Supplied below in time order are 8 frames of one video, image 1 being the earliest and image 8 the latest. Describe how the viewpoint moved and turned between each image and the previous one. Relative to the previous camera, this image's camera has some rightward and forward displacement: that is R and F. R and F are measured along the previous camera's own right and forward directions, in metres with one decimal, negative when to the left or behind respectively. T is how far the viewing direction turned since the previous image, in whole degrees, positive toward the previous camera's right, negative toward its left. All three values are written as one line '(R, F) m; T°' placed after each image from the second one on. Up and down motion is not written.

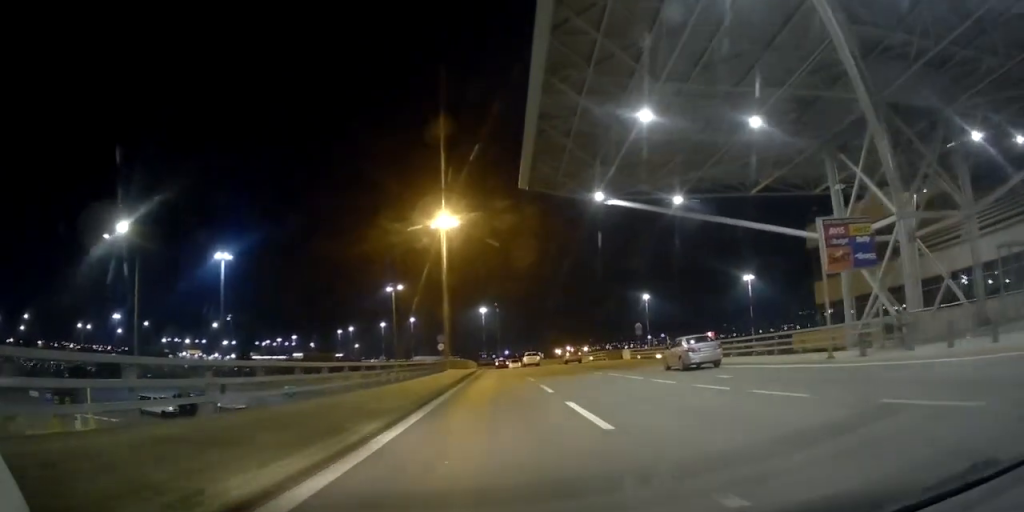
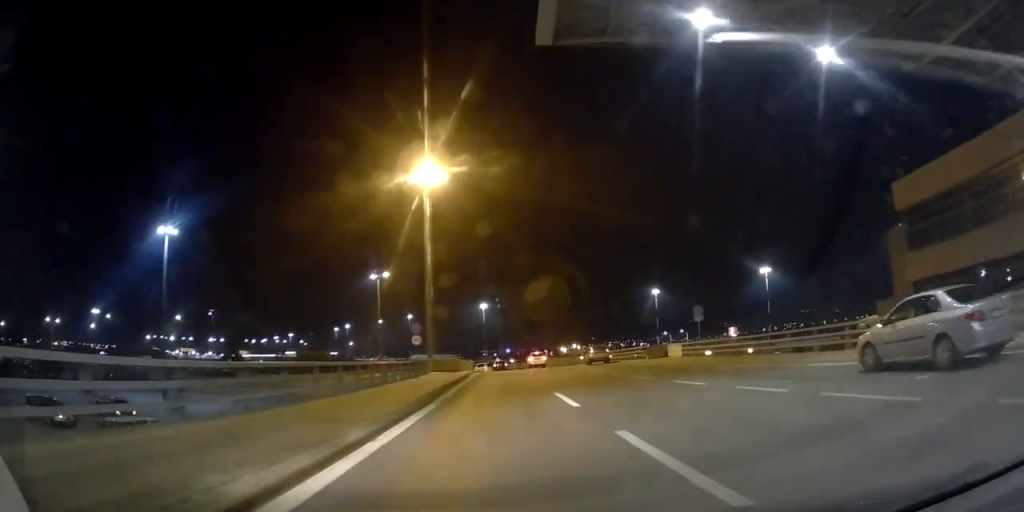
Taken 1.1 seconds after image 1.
(+0.9, +16.6) m; -1°
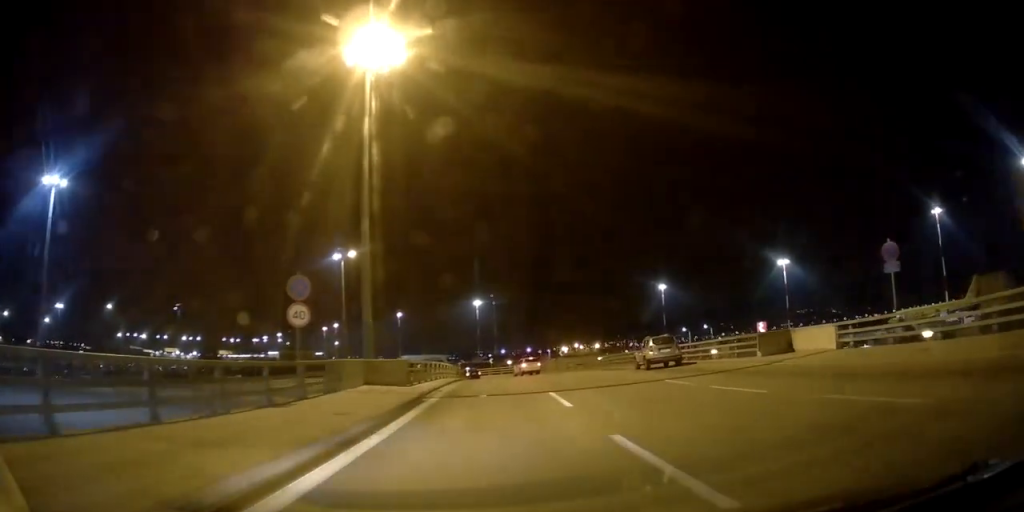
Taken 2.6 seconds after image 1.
(-1.2, +22.1) m; -4°
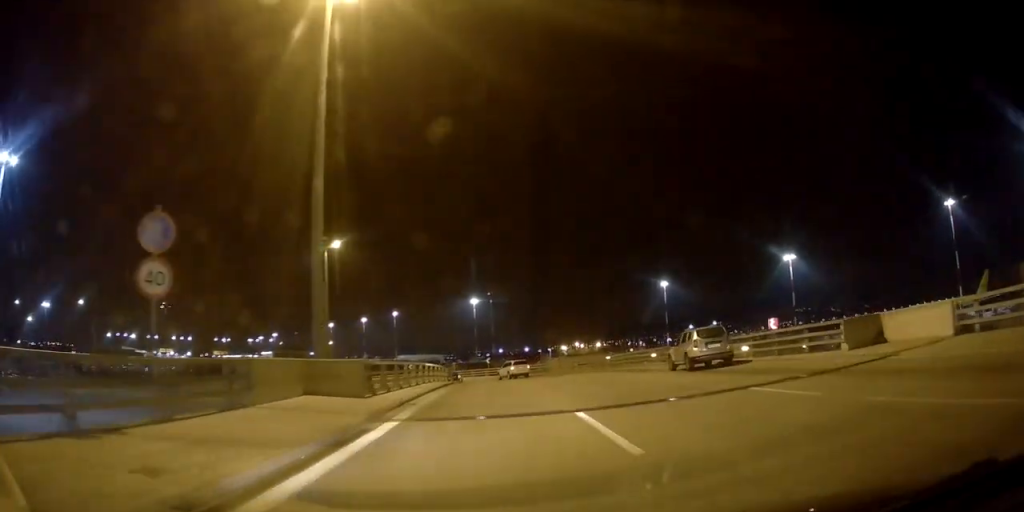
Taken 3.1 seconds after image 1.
(0.0, +7.2) m; 0°
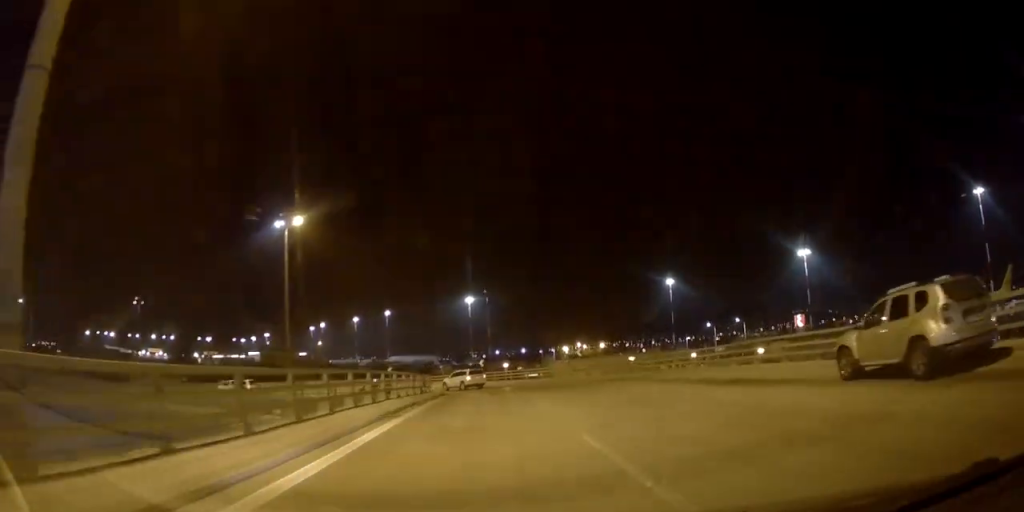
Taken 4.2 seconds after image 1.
(-0.2, +13.4) m; 0°
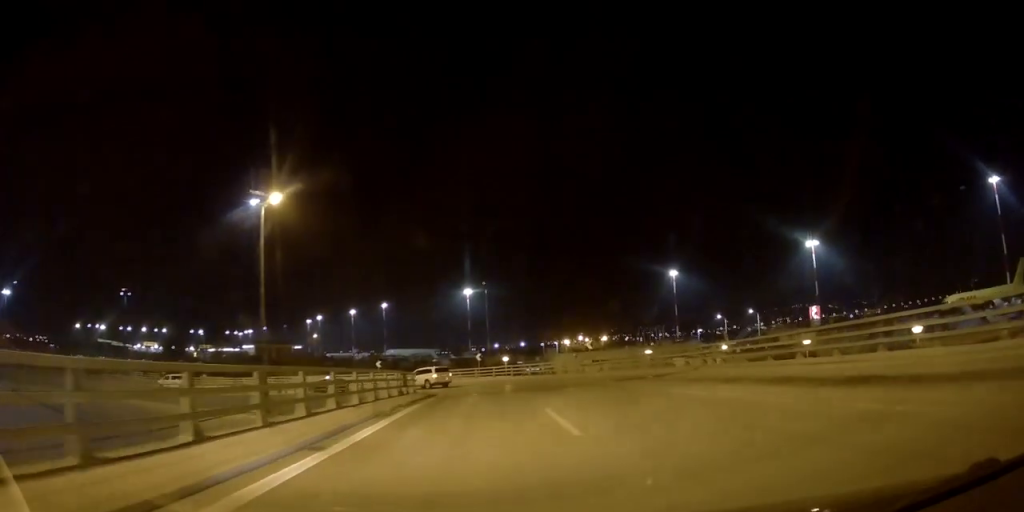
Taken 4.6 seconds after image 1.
(+0.2, +6.3) m; 0°
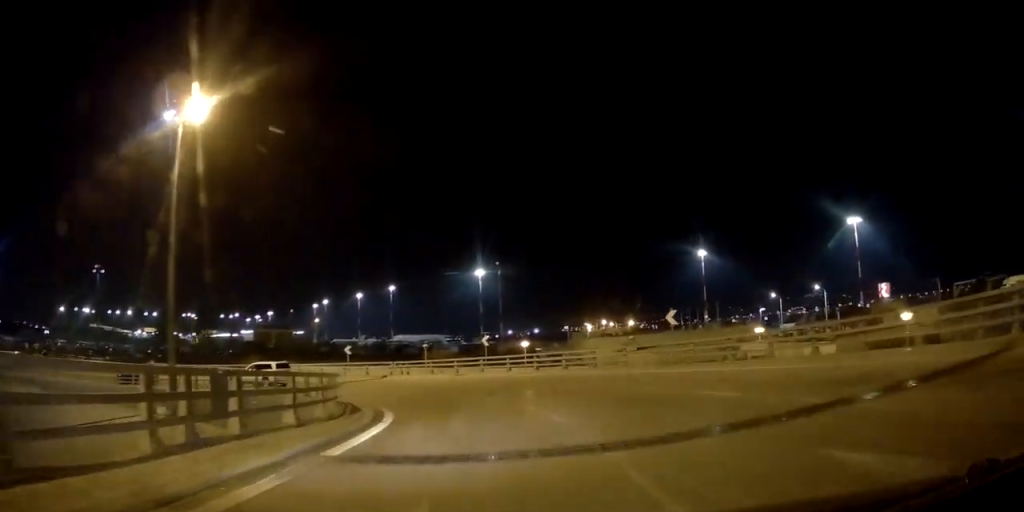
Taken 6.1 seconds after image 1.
(-0.7, +17.9) m; -6°
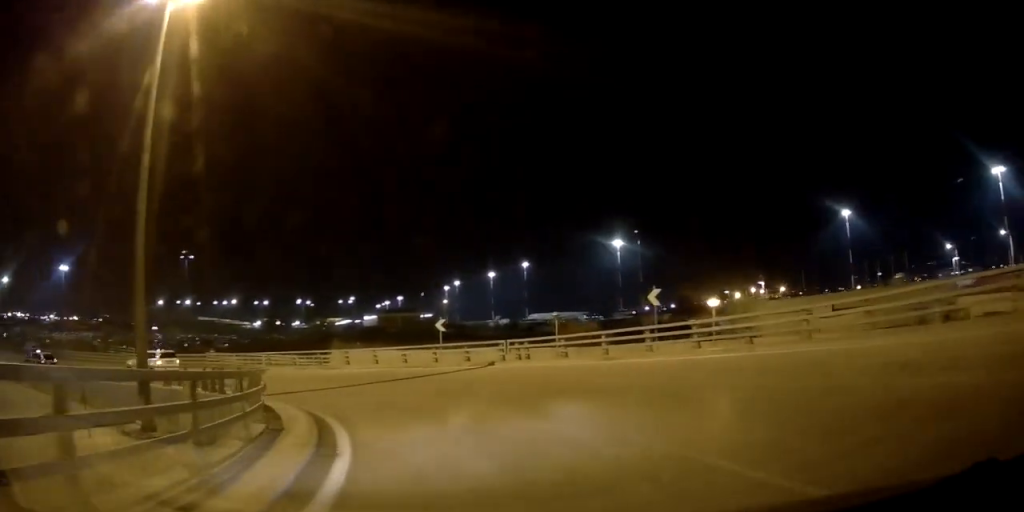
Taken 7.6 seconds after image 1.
(-1.1, +15.6) m; -15°
